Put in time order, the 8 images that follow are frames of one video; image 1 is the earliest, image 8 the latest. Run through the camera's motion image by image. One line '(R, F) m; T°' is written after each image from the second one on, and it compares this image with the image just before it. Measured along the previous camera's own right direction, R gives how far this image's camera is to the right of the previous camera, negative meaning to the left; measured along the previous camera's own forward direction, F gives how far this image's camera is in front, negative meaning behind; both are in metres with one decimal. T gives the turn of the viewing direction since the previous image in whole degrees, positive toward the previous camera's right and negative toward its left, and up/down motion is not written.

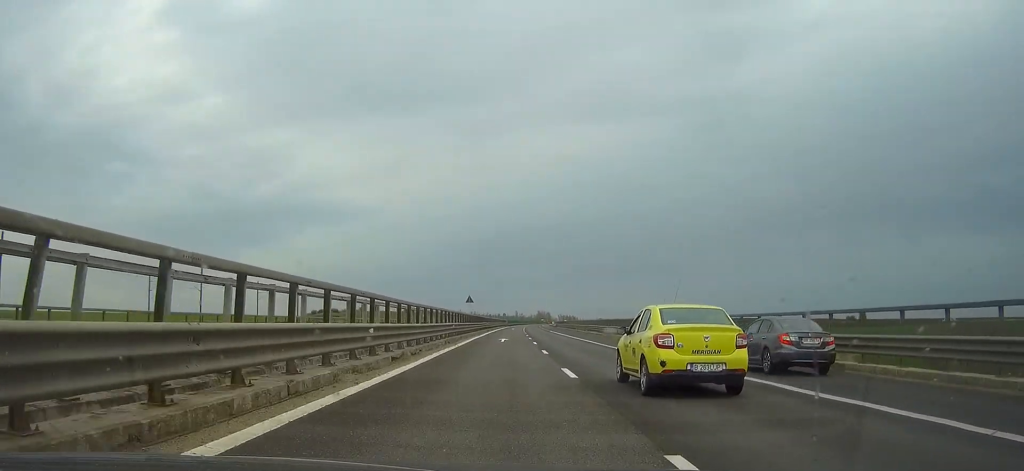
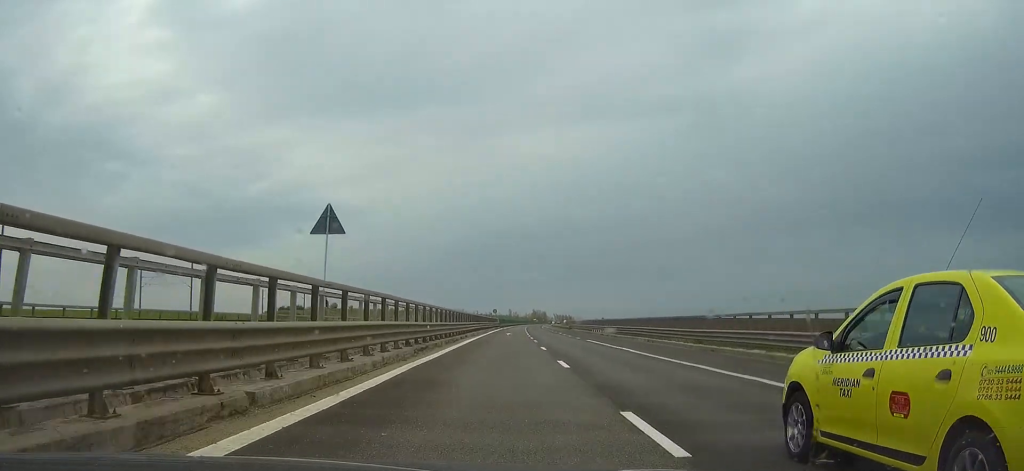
(+0.3, +57.4) m; 0°
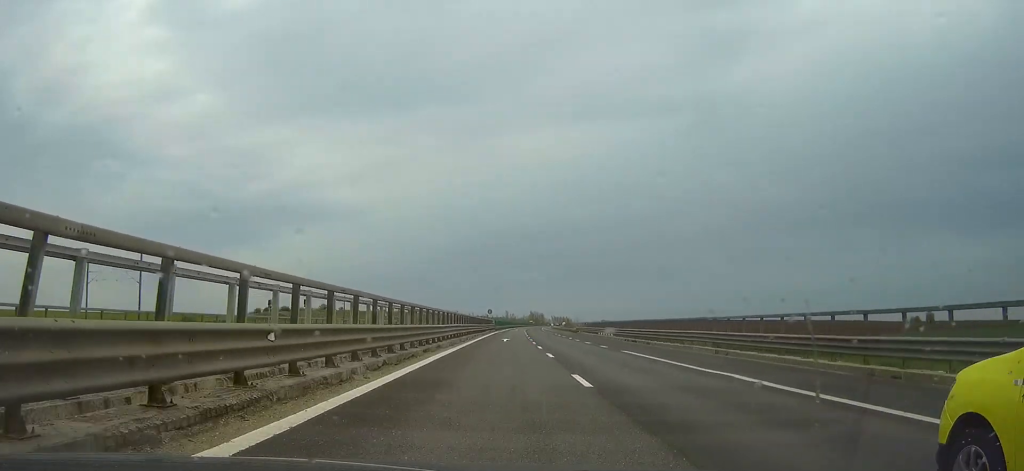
(0.0, +17.0) m; 0°
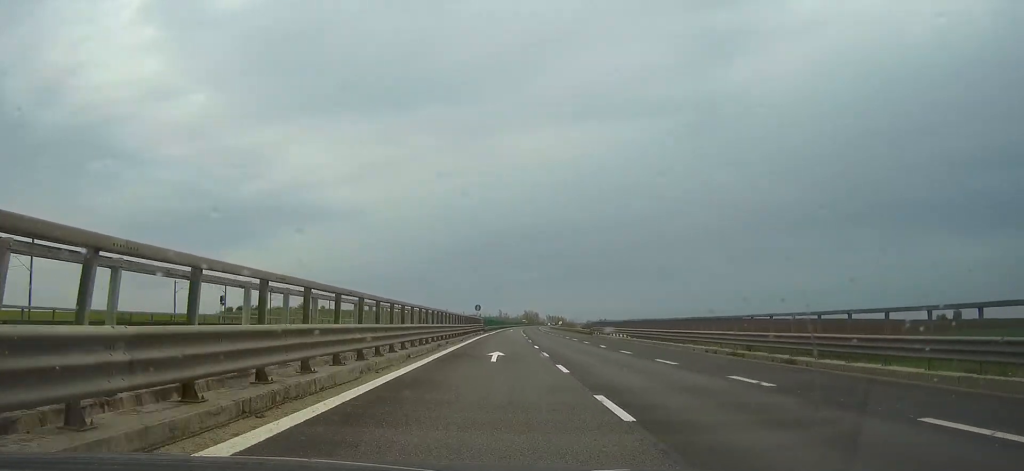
(0.0, +26.2) m; 0°
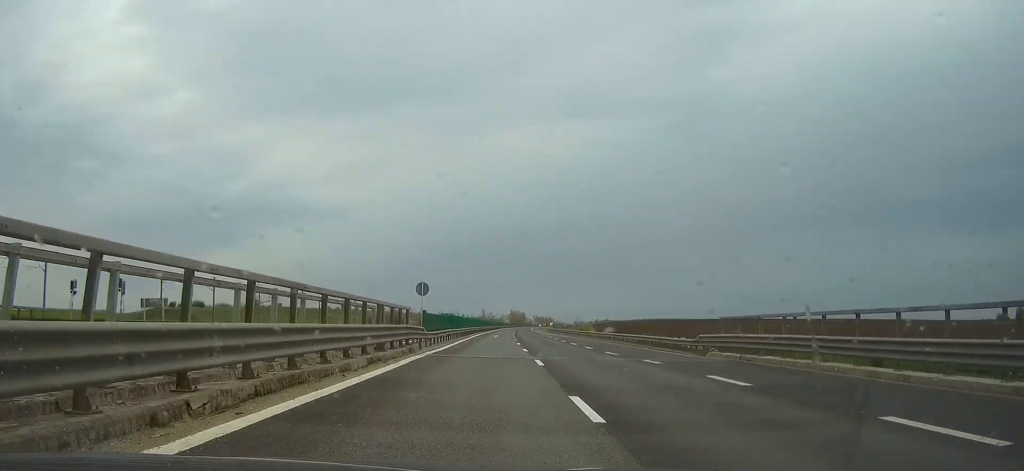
(0.0, +51.2) m; 0°
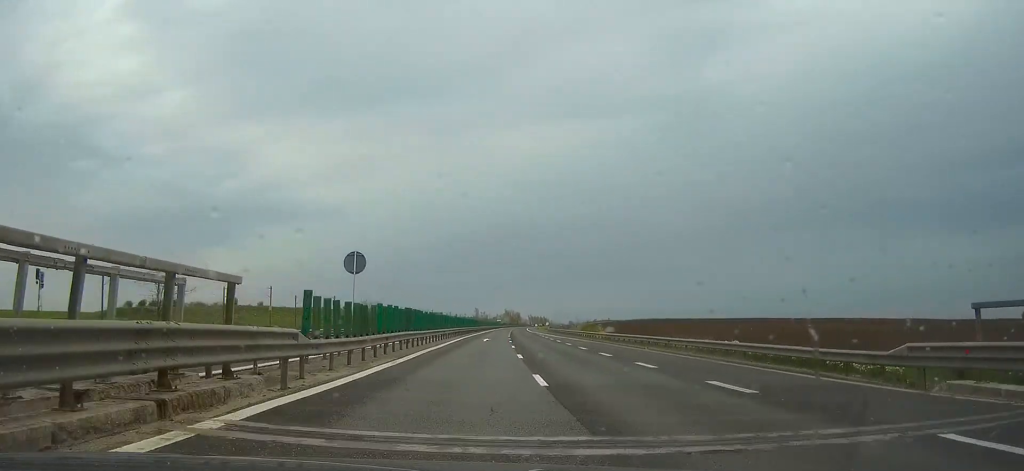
(0.0, +18.4) m; 0°
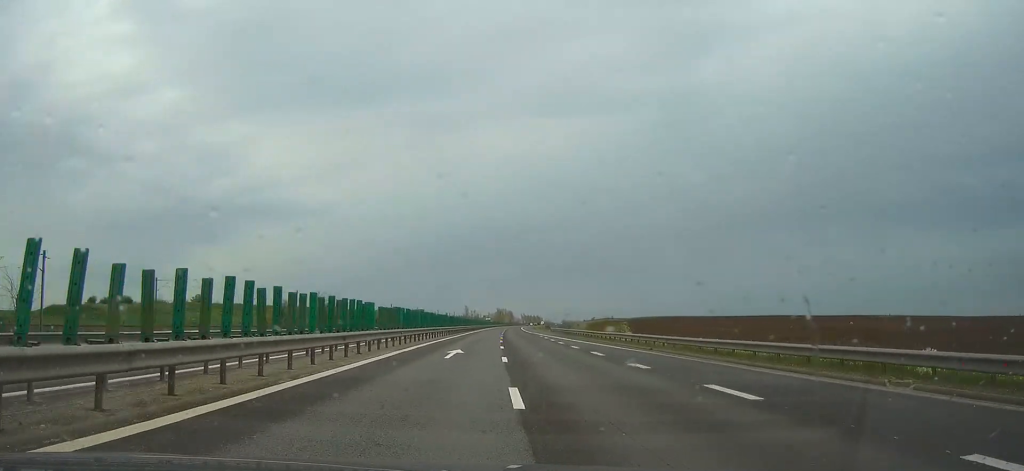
(0.0, +27.6) m; +1°
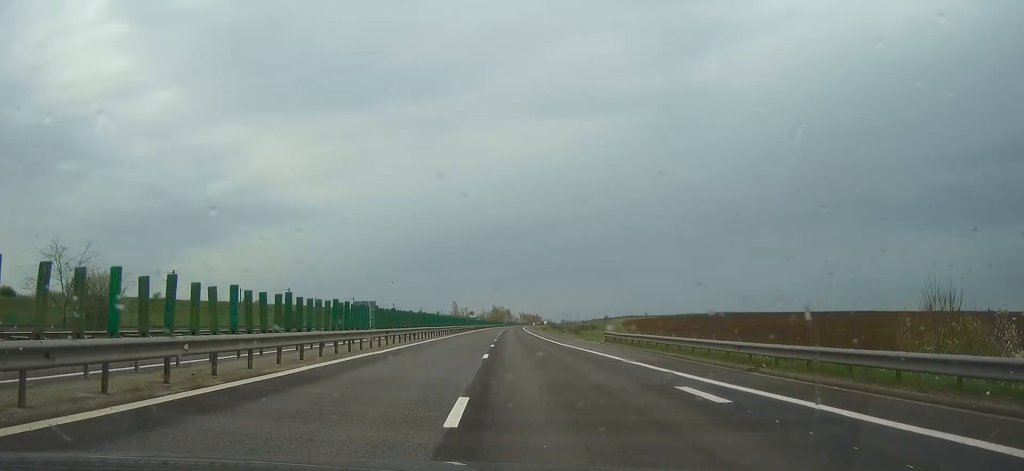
(+1.2, +60.5) m; +2°
